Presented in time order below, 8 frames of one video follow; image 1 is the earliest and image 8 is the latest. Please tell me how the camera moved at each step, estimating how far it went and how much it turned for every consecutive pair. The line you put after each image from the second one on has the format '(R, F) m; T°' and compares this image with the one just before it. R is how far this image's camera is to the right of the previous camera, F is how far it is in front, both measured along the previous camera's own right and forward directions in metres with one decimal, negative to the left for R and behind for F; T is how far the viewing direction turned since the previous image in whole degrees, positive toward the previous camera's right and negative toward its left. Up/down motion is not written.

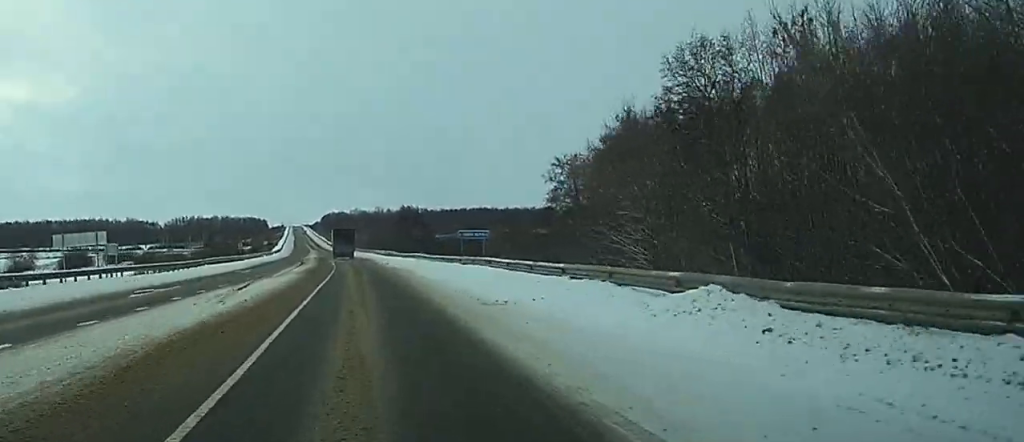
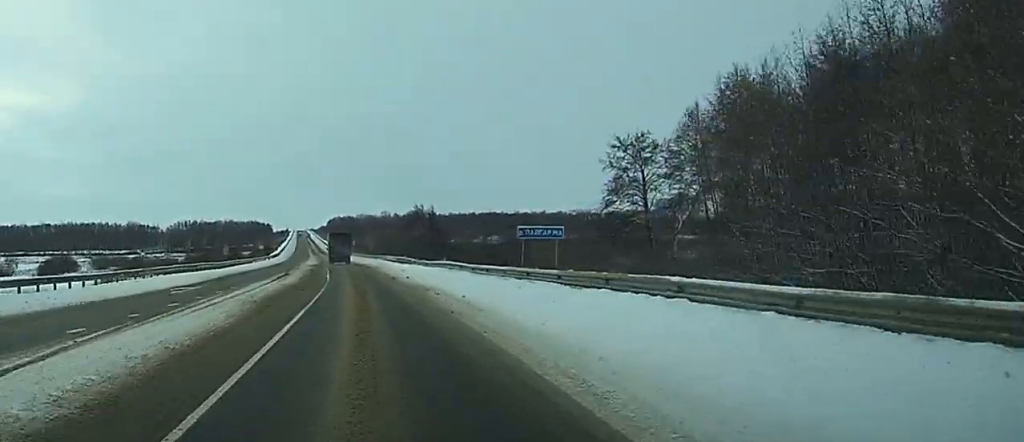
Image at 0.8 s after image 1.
(0.0, +20.5) m; 0°
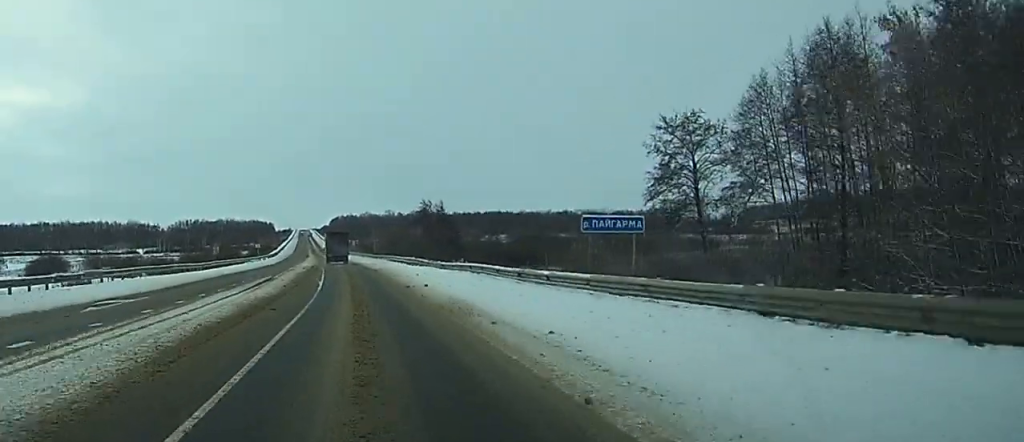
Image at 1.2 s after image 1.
(-0.1, +10.7) m; 0°
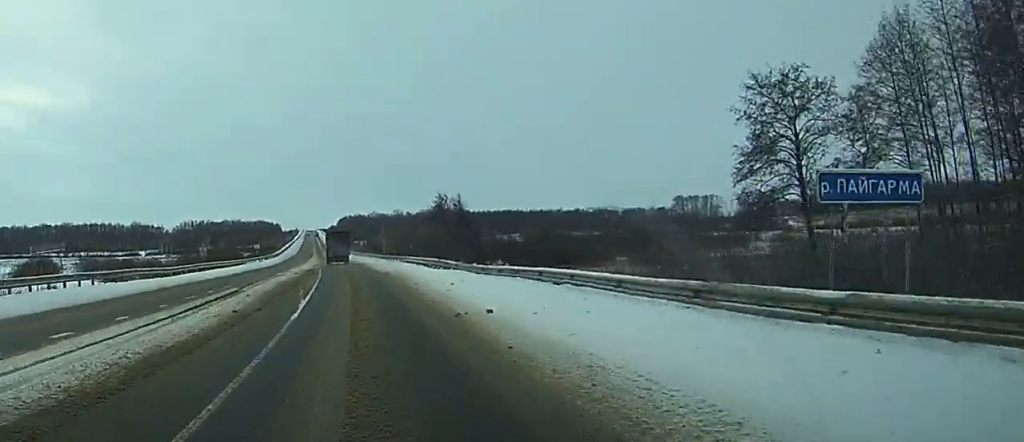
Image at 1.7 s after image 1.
(0.0, +14.2) m; 0°
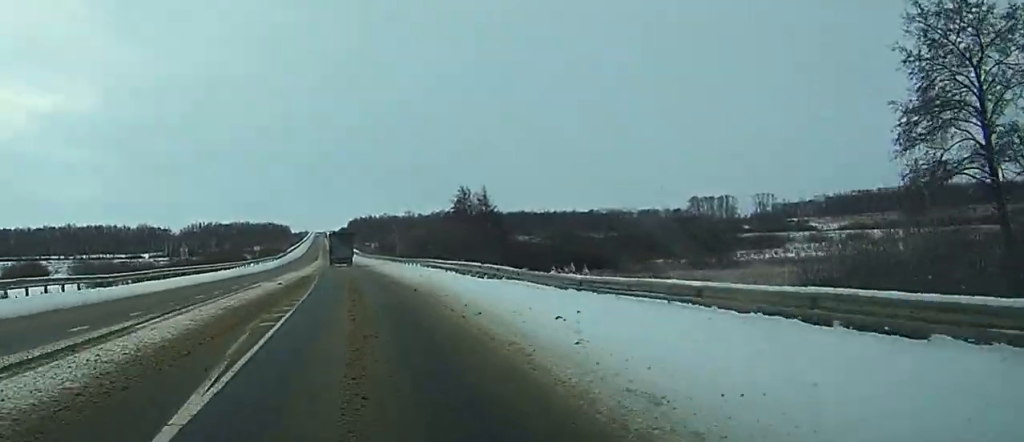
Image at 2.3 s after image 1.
(-0.1, +15.1) m; 0°
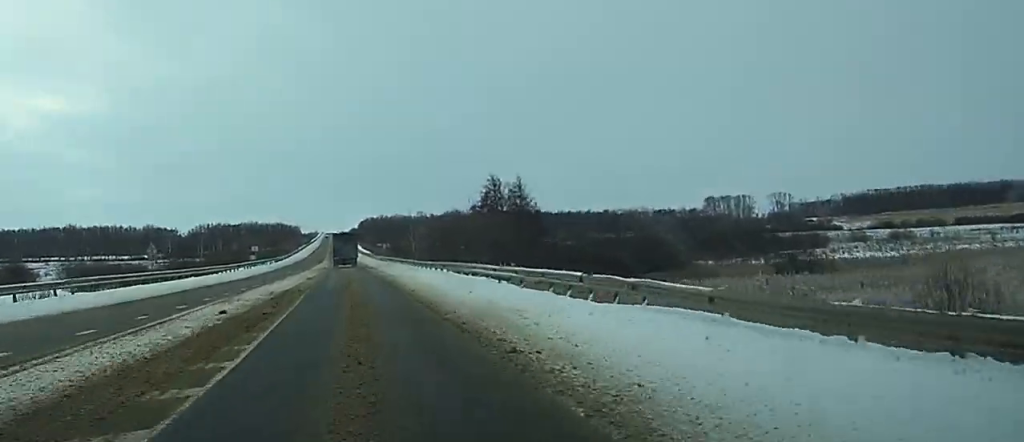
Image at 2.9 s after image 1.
(0.0, +16.0) m; 0°
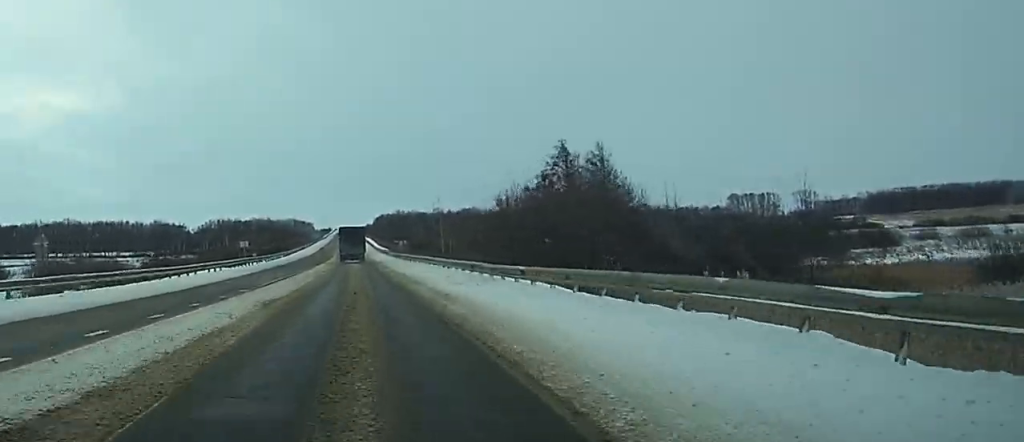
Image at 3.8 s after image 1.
(-0.1, +25.0) m; -1°
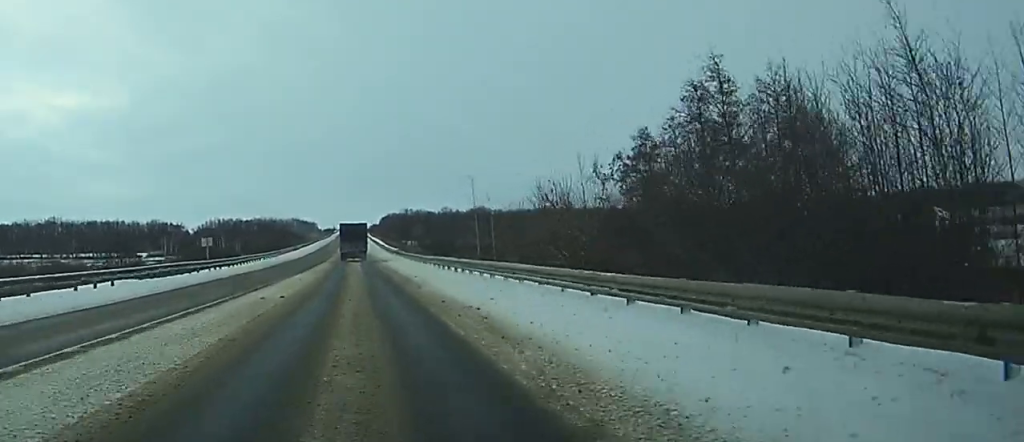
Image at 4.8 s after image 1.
(-0.3, +26.8) m; -1°
